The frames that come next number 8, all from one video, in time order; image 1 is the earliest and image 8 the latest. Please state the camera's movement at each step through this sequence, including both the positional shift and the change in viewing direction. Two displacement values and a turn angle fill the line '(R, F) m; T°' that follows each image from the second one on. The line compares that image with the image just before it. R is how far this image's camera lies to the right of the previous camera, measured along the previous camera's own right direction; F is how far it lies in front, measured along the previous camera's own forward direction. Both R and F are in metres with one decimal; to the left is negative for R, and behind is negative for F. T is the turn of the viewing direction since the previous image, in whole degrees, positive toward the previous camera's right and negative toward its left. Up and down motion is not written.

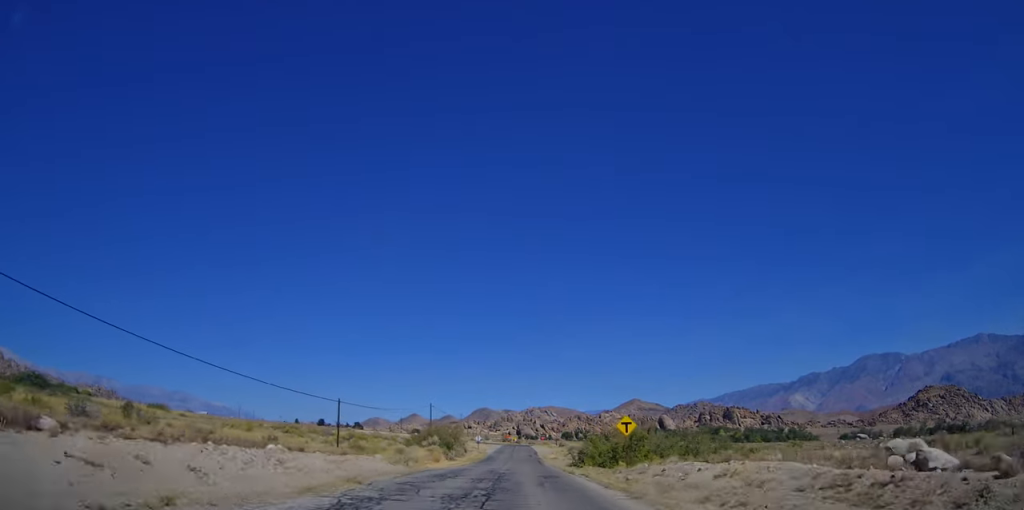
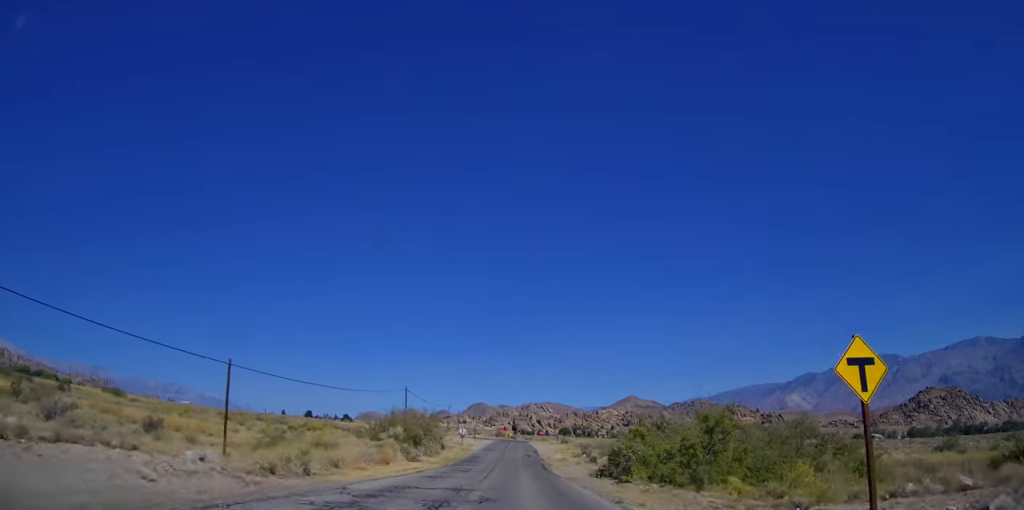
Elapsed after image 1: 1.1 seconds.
(0.0, +21.6) m; 0°
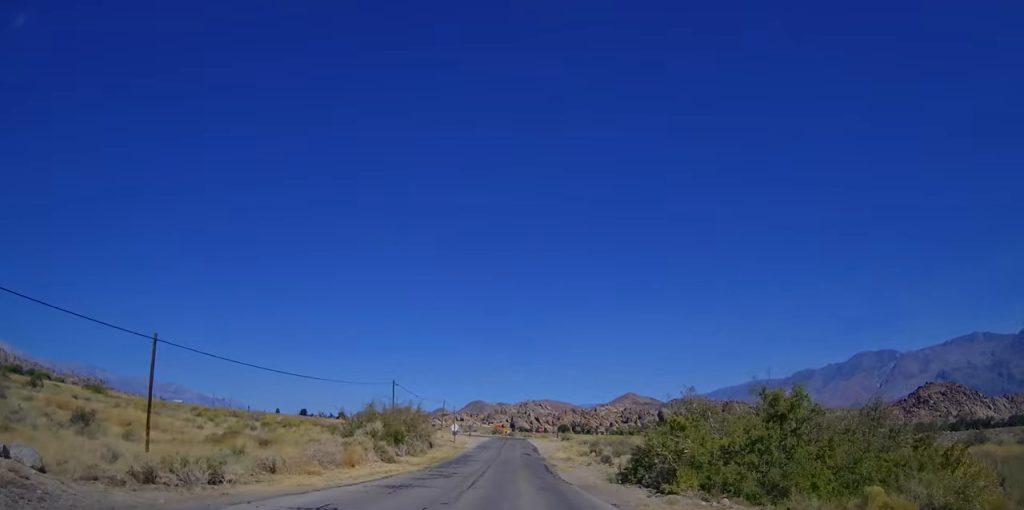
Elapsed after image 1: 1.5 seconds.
(0.0, +8.1) m; 0°
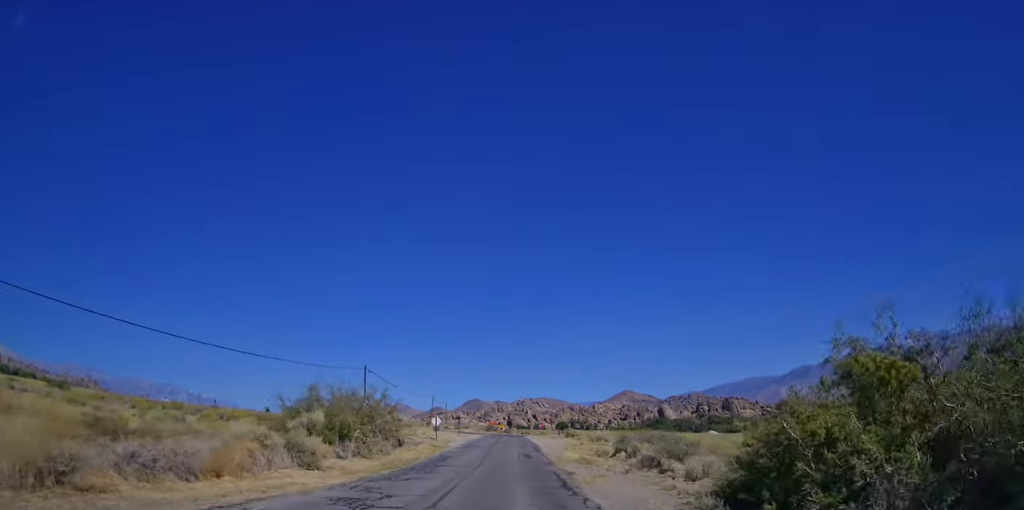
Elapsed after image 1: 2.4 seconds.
(0.0, +13.8) m; 0°
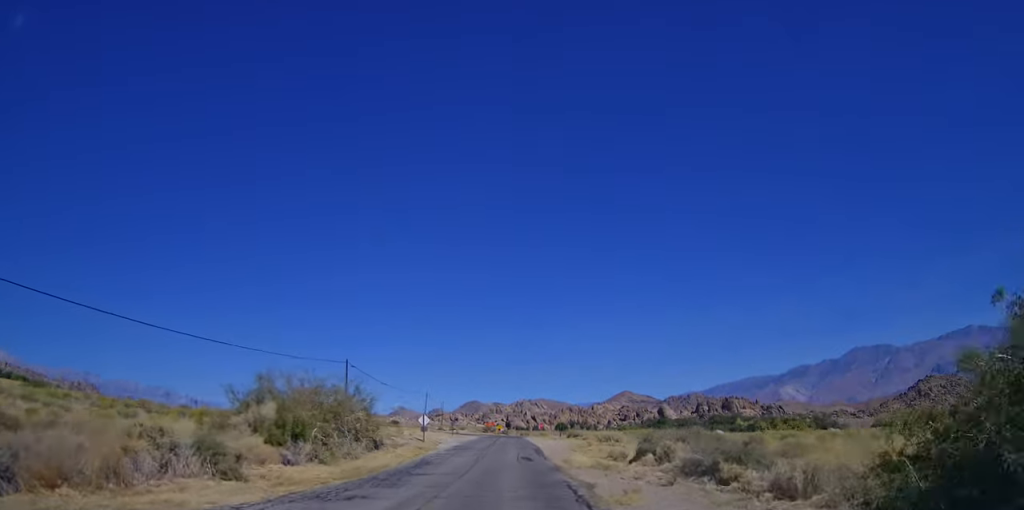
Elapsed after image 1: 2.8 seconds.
(0.0, +6.7) m; +1°
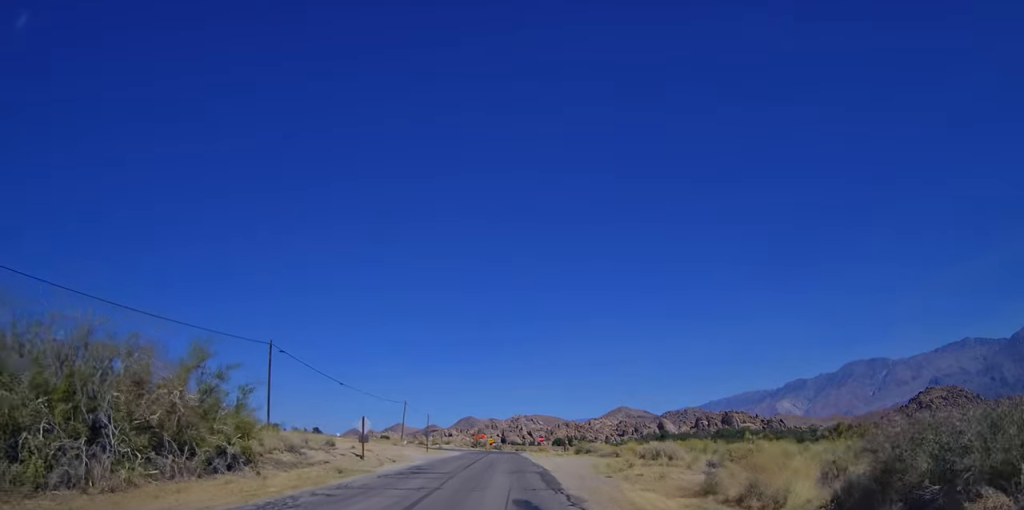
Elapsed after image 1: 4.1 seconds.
(+0.3, +18.4) m; +1°
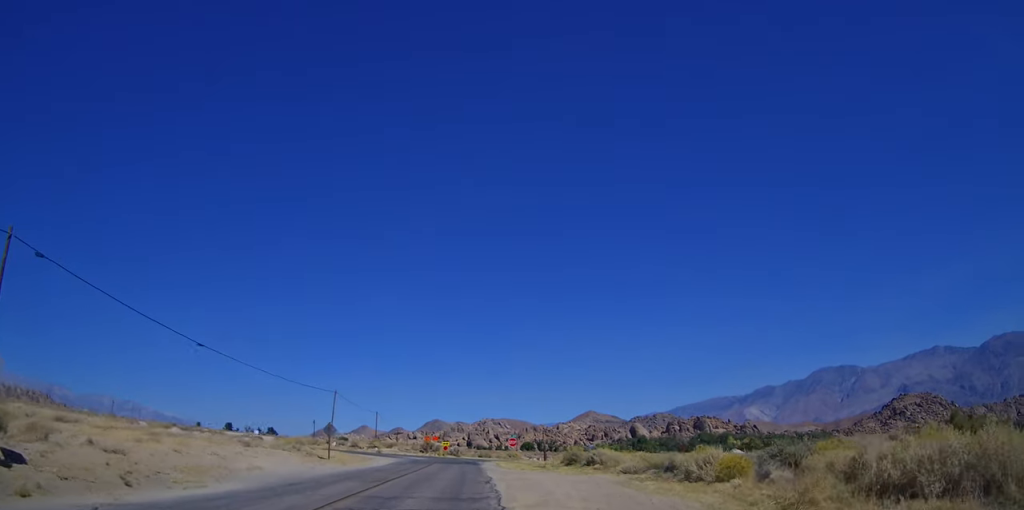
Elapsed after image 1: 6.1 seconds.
(-0.4, +24.2) m; +1°
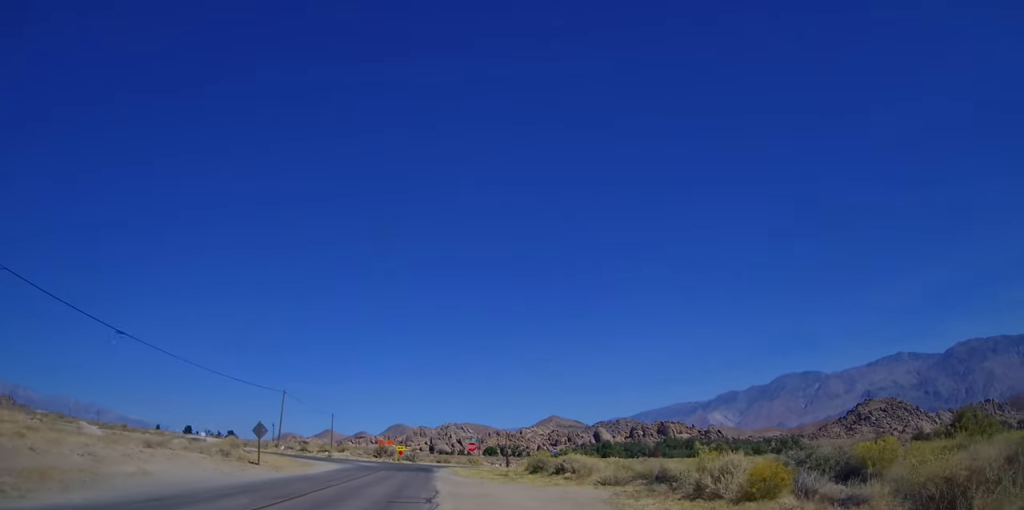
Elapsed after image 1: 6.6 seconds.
(0.0, +5.6) m; +4°
